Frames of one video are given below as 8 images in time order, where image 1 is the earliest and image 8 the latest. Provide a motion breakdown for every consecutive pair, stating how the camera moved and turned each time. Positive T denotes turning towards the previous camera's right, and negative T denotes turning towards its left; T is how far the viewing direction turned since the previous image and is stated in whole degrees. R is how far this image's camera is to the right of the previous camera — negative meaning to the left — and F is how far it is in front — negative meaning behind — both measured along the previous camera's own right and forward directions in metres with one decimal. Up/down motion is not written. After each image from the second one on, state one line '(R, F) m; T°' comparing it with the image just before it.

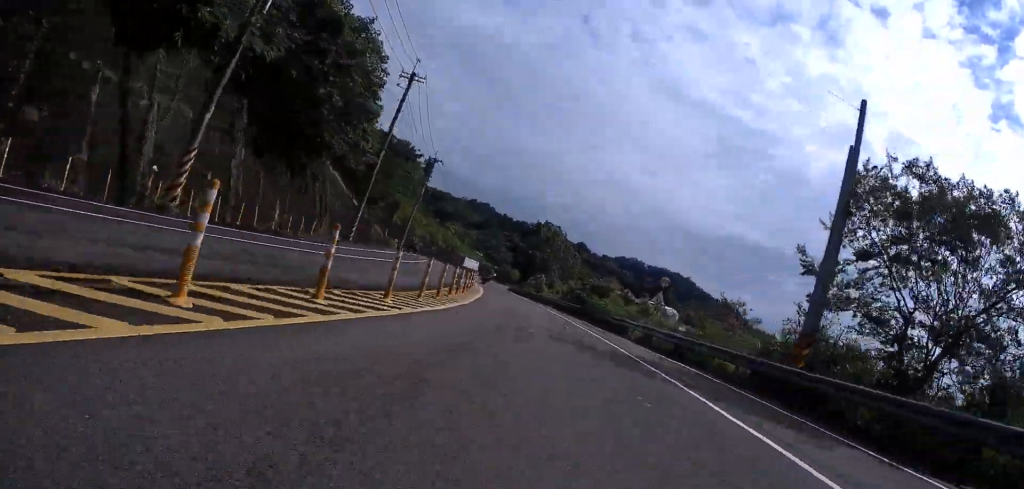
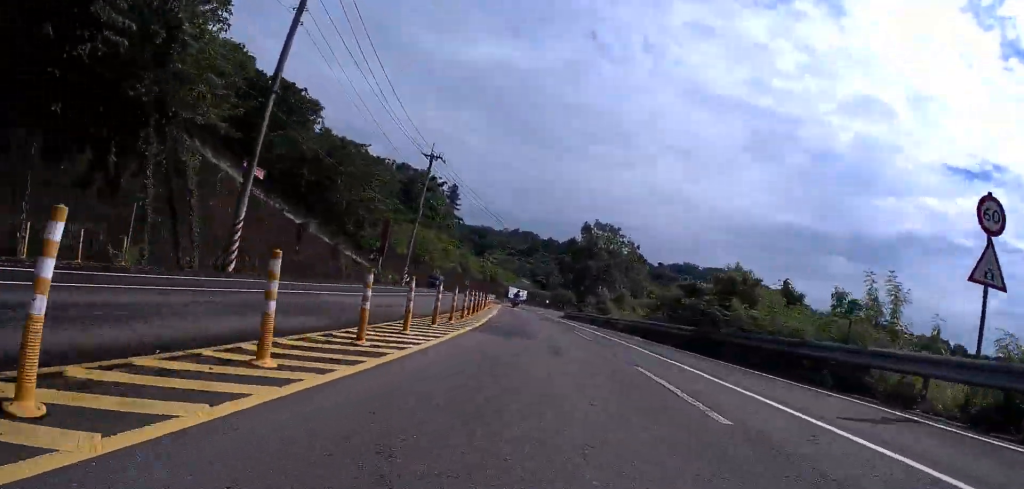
(+0.2, +20.6) m; -5°
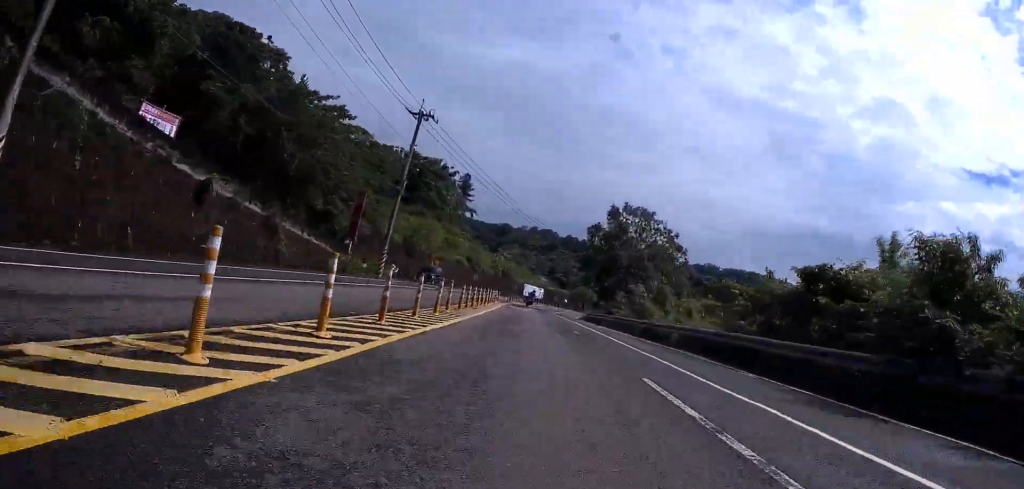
(-0.5, +11.4) m; -2°
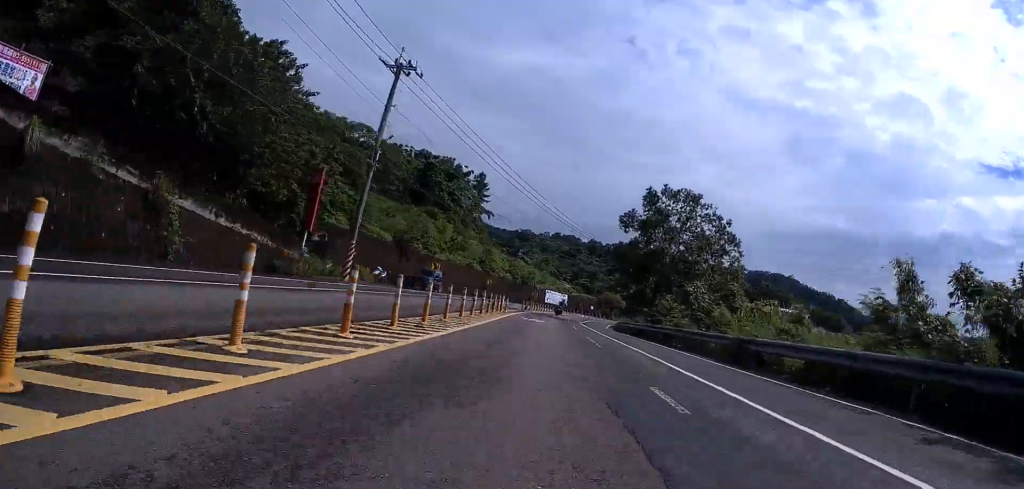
(-1.2, +10.1) m; -1°
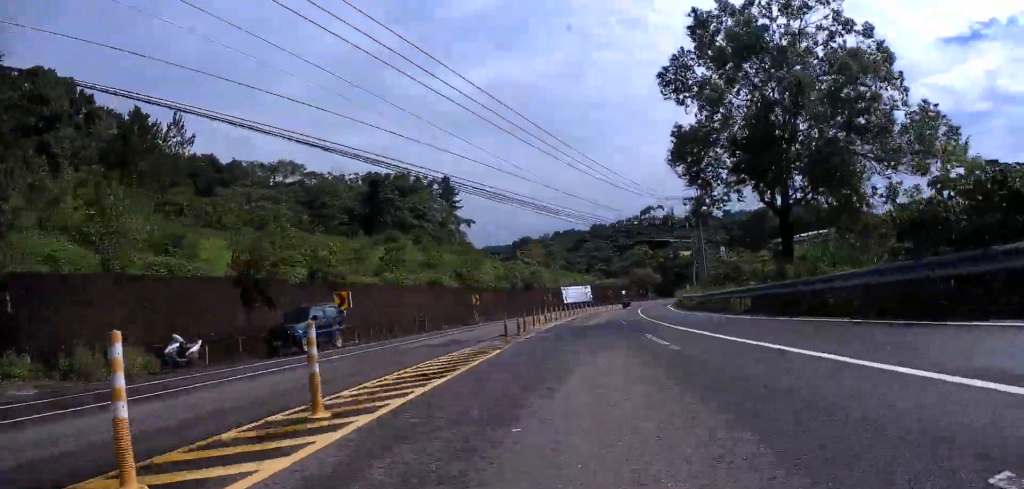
(+0.9, +23.4) m; +4°
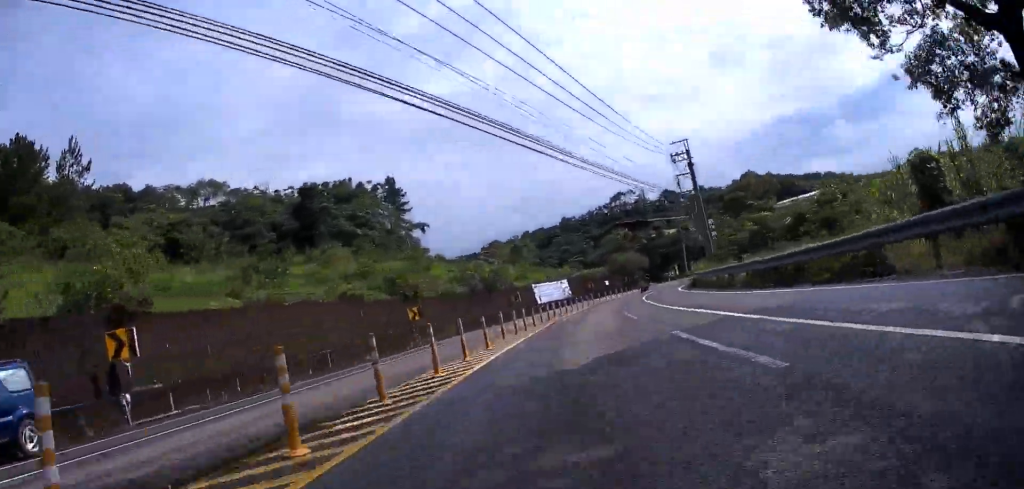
(+0.3, +13.1) m; +2°
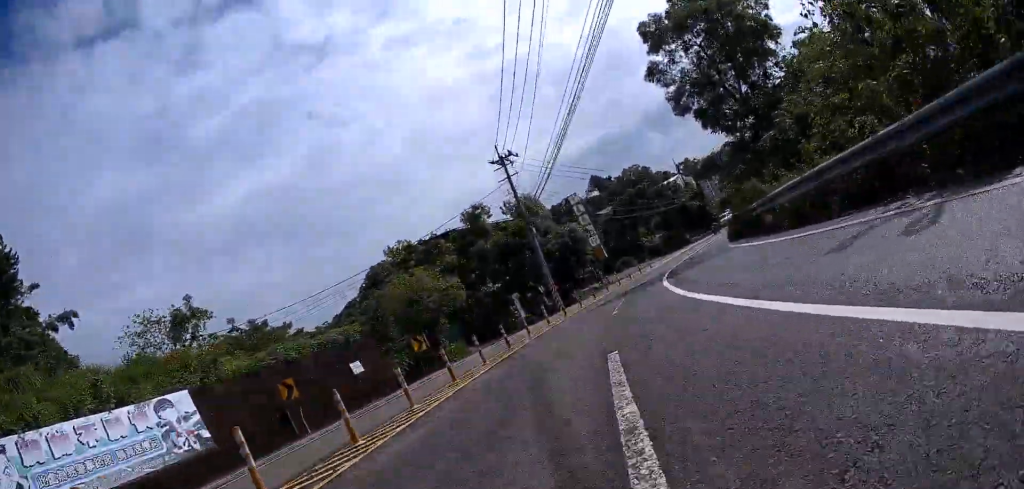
(+7.0, +49.2) m; +20°
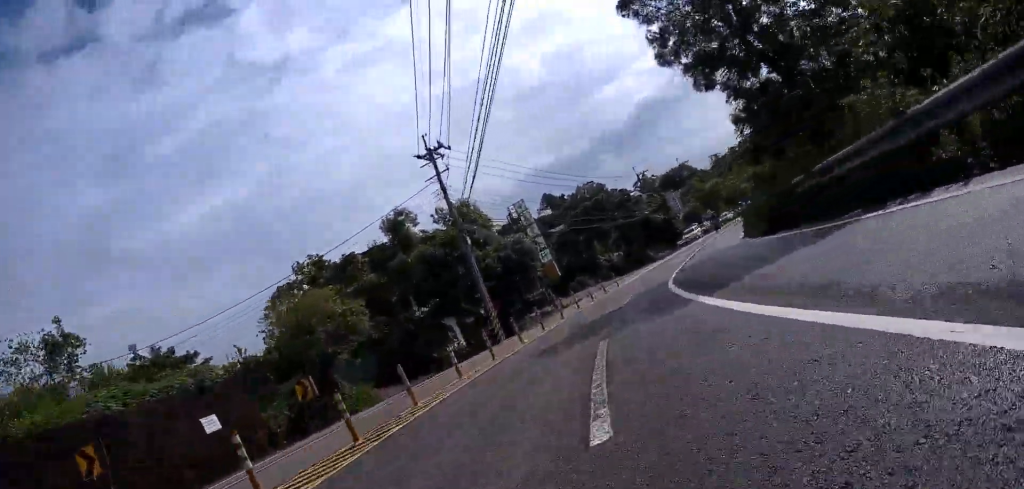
(+0.4, +8.6) m; +4°
